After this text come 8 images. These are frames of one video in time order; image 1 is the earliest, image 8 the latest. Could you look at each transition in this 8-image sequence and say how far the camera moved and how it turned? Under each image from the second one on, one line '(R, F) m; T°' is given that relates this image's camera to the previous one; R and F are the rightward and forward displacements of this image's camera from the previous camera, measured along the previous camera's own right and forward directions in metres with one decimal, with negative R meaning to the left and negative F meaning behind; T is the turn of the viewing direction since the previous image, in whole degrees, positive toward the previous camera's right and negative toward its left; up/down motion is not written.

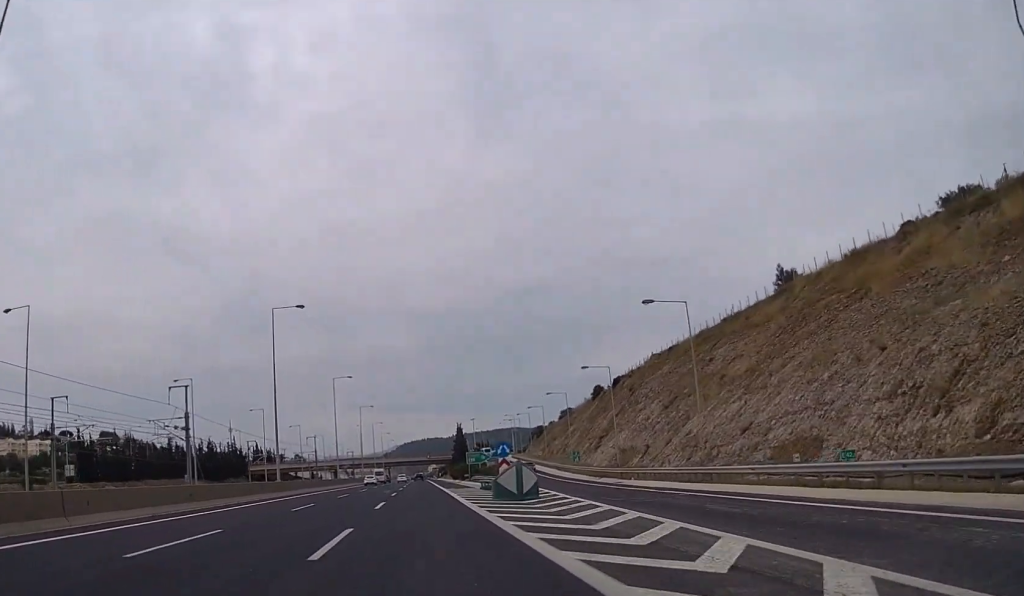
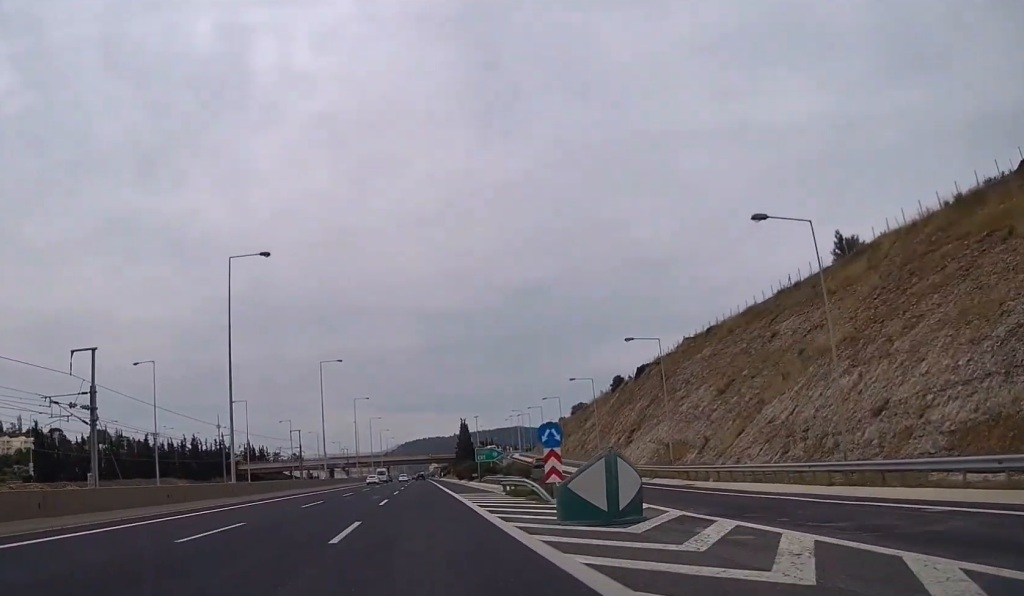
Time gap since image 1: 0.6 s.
(0.0, +15.3) m; 0°
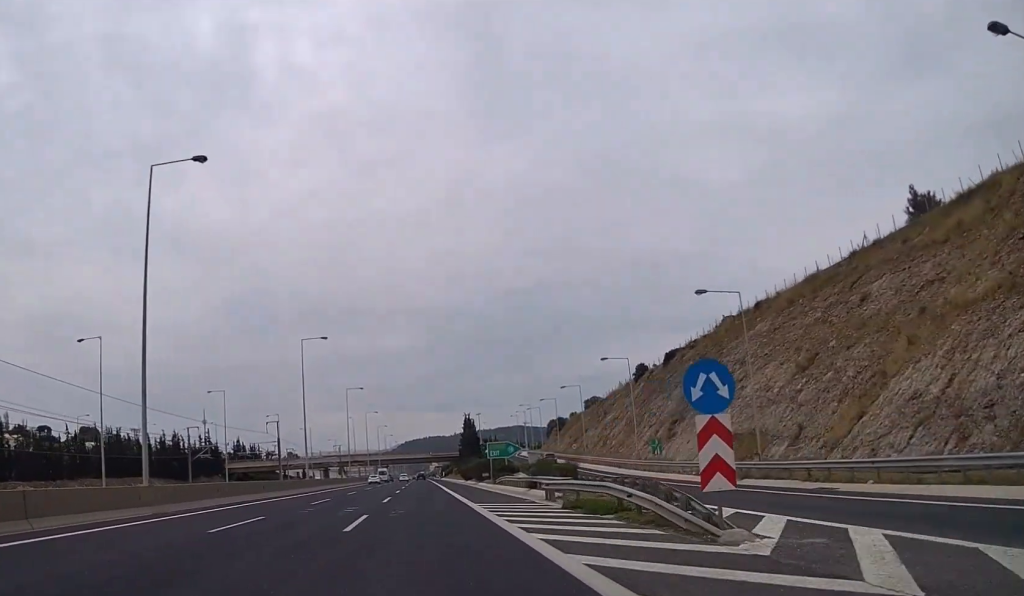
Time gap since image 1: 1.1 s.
(0.0, +15.3) m; 0°
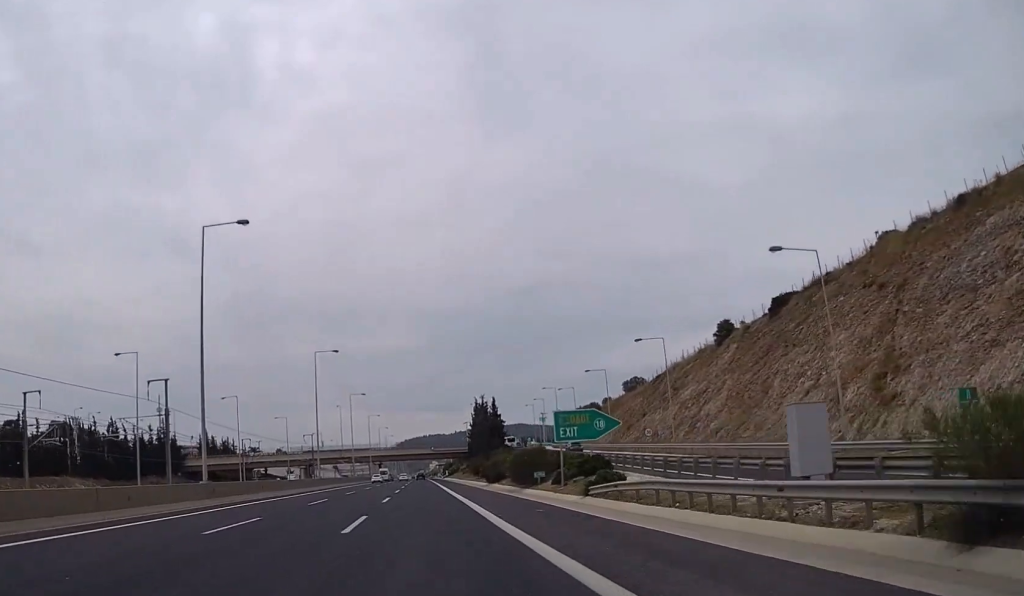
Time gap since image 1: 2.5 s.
(-0.2, +36.8) m; 0°
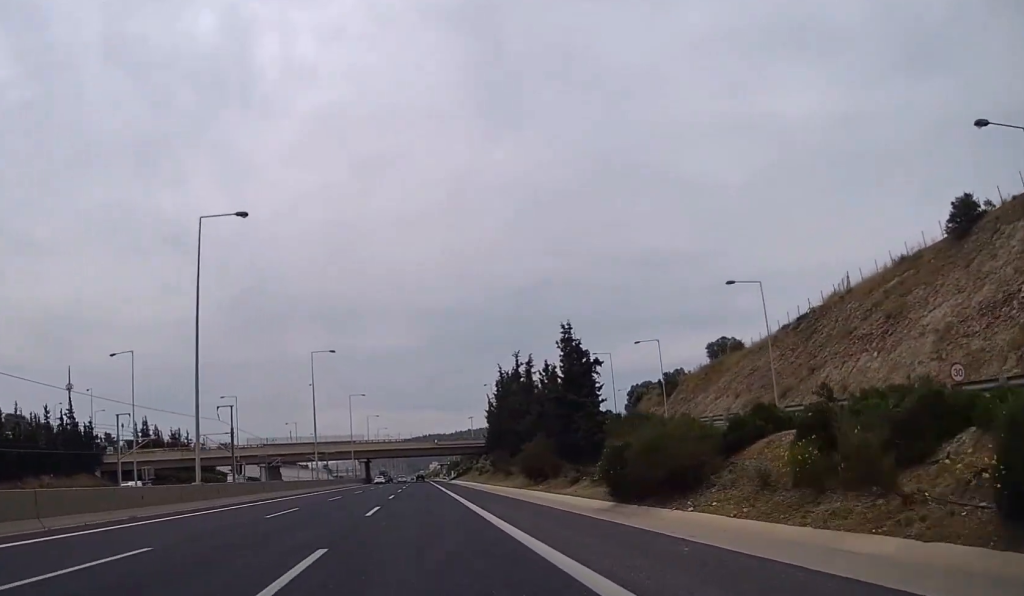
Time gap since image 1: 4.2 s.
(0.0, +46.6) m; 0°
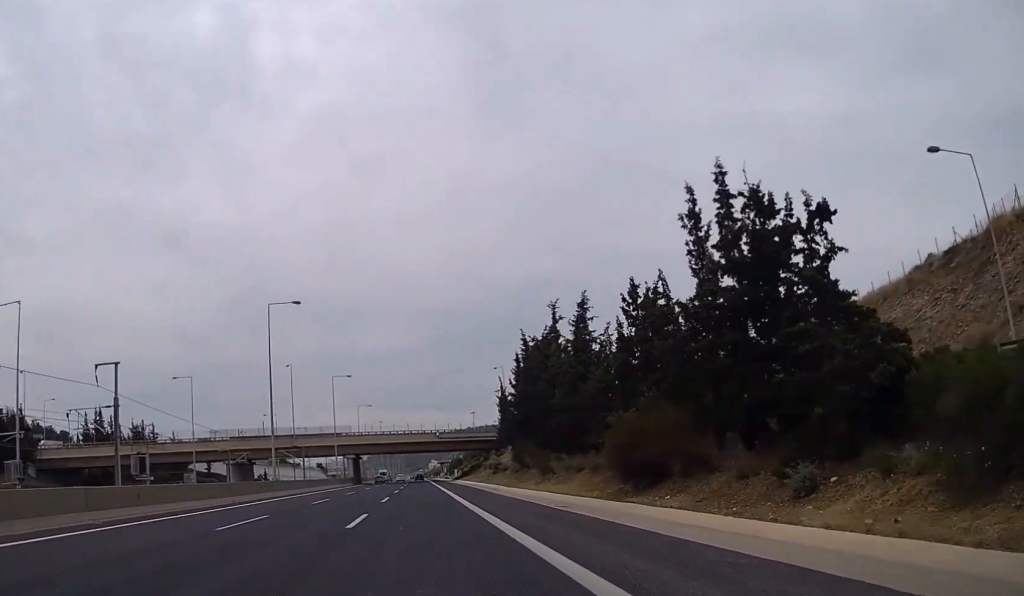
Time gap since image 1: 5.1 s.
(-0.1, +24.2) m; 0°
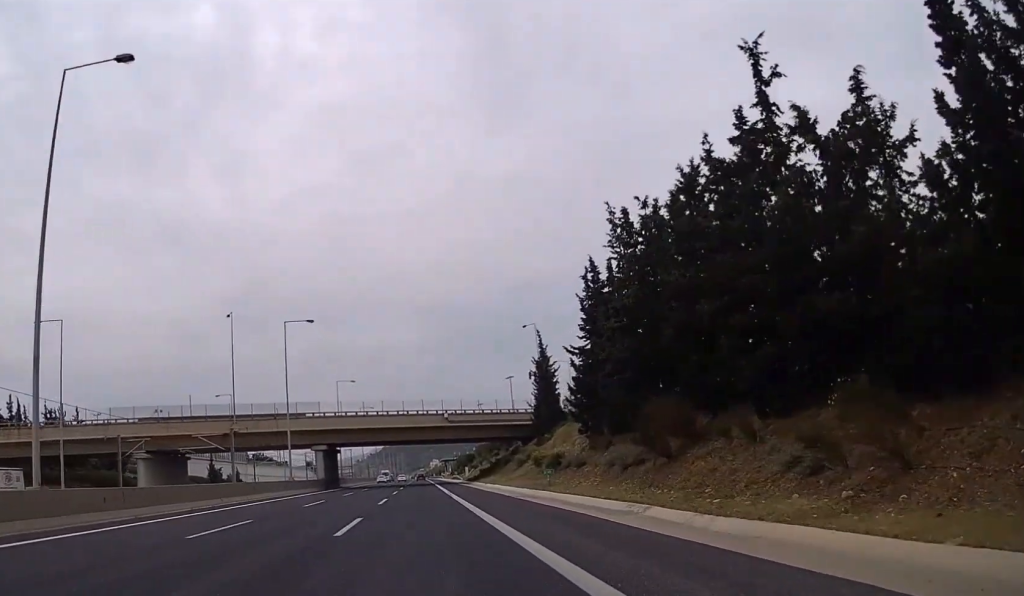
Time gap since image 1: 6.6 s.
(+0.2, +38.6) m; 0°
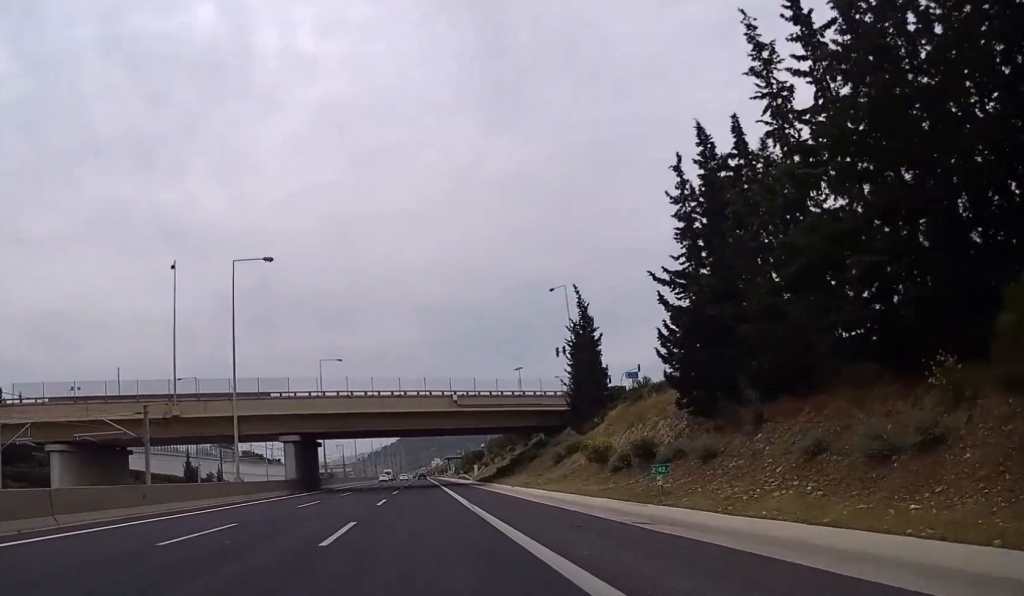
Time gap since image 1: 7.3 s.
(0.0, +19.8) m; 0°
